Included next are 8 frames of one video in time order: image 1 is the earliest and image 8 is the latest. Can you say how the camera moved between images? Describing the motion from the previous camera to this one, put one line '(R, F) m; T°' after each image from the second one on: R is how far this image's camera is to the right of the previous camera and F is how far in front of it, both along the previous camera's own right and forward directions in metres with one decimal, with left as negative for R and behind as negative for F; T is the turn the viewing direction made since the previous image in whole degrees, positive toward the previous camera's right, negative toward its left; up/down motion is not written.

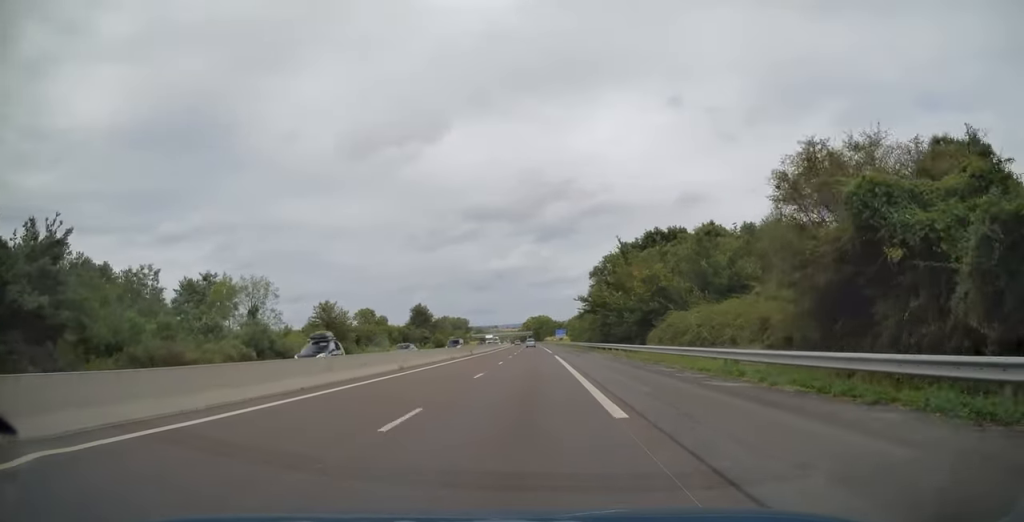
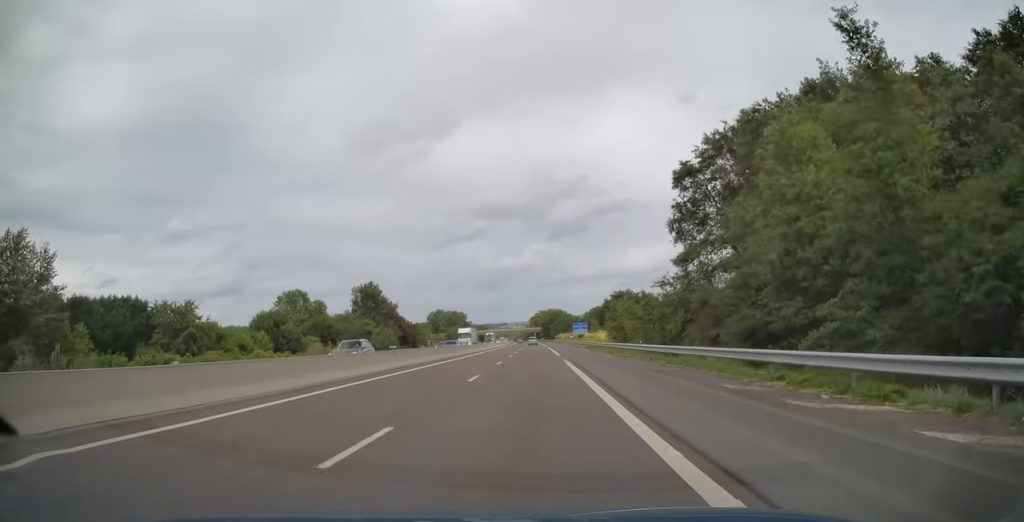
(-1.0, +67.3) m; -2°
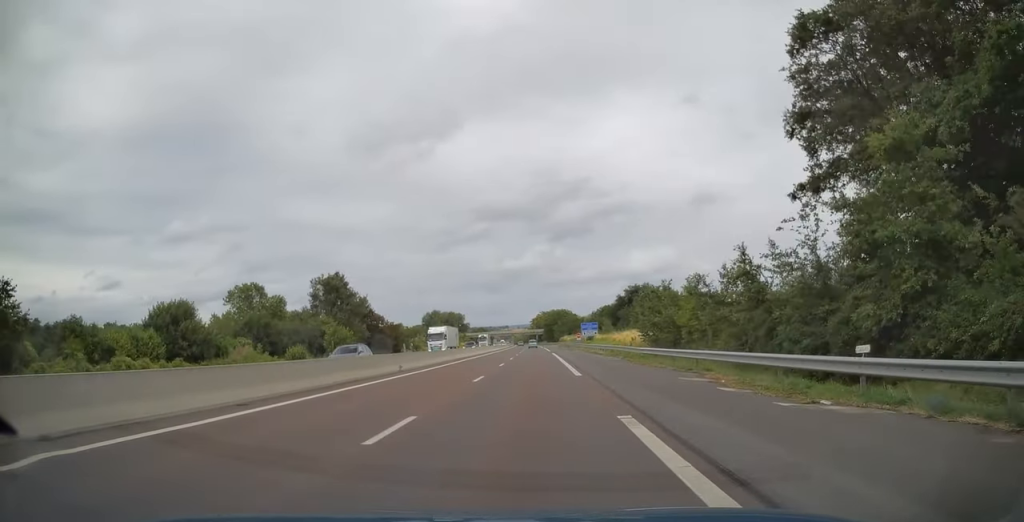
(-0.1, +24.3) m; 0°
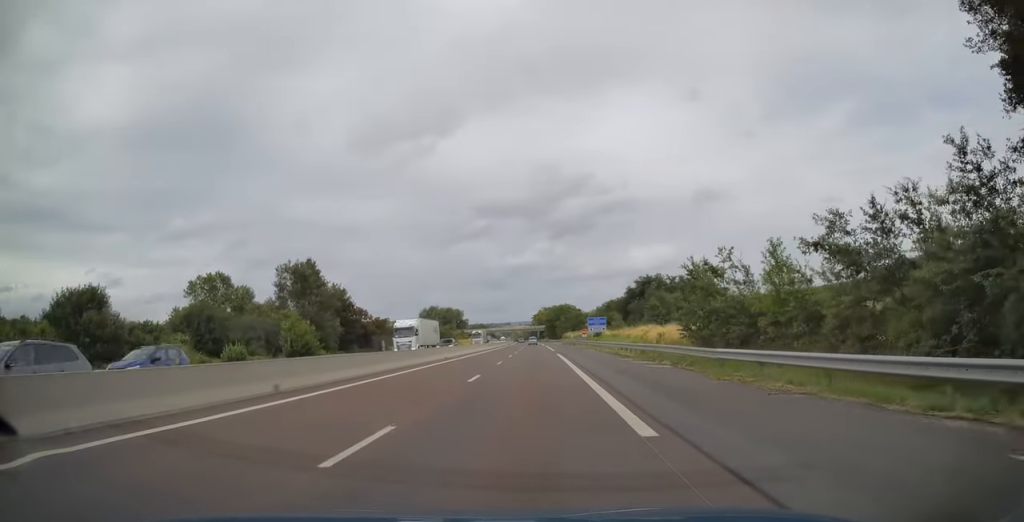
(+0.2, +14.6) m; 0°
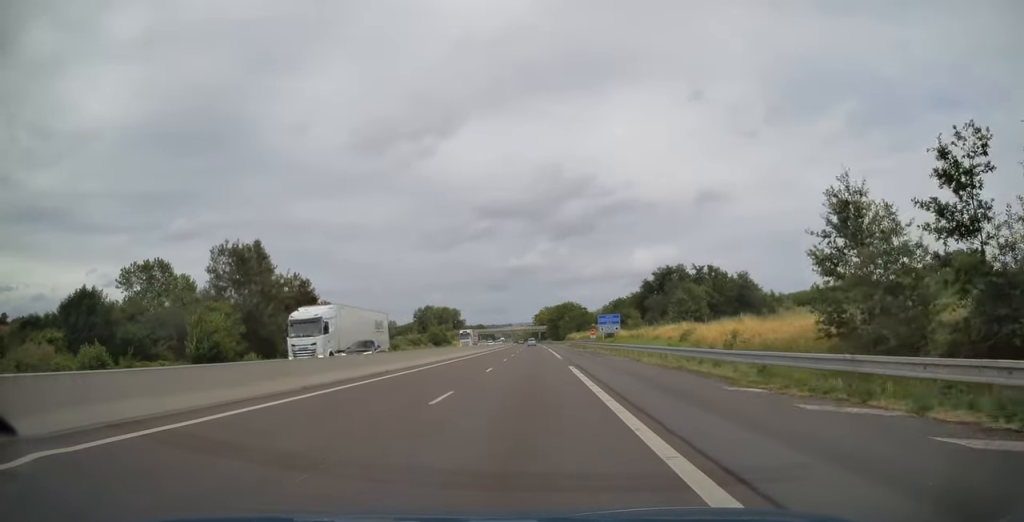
(0.0, +19.4) m; 0°
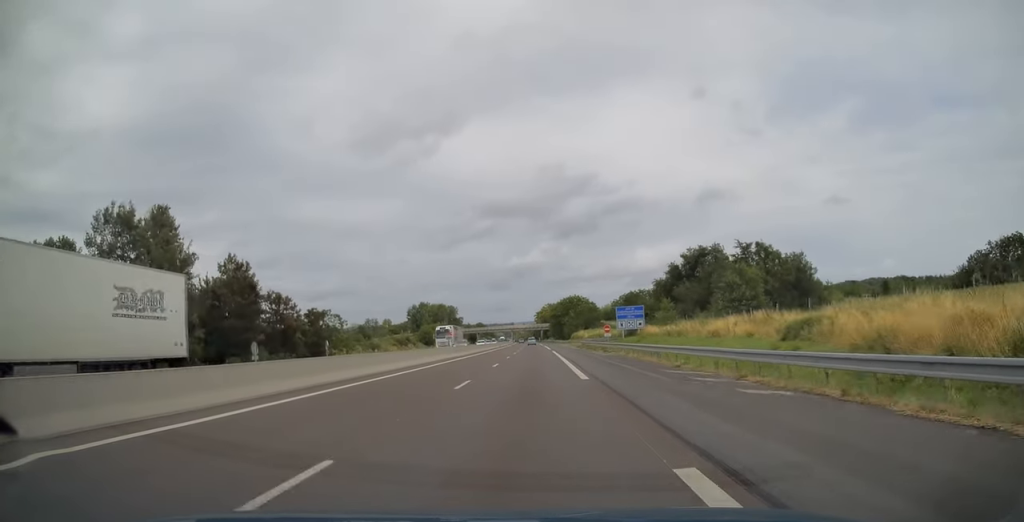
(-0.2, +22.1) m; -1°
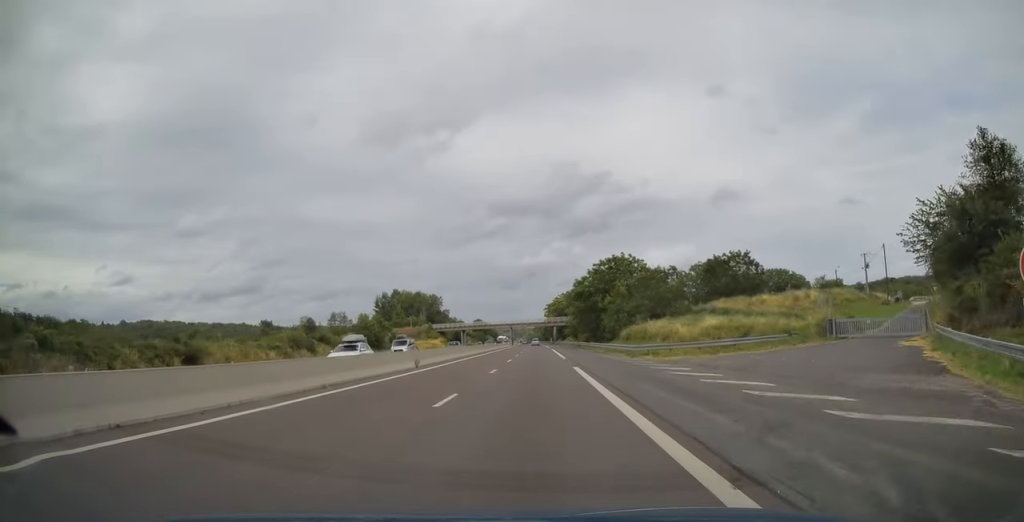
(-0.6, +82.3) m; -1°
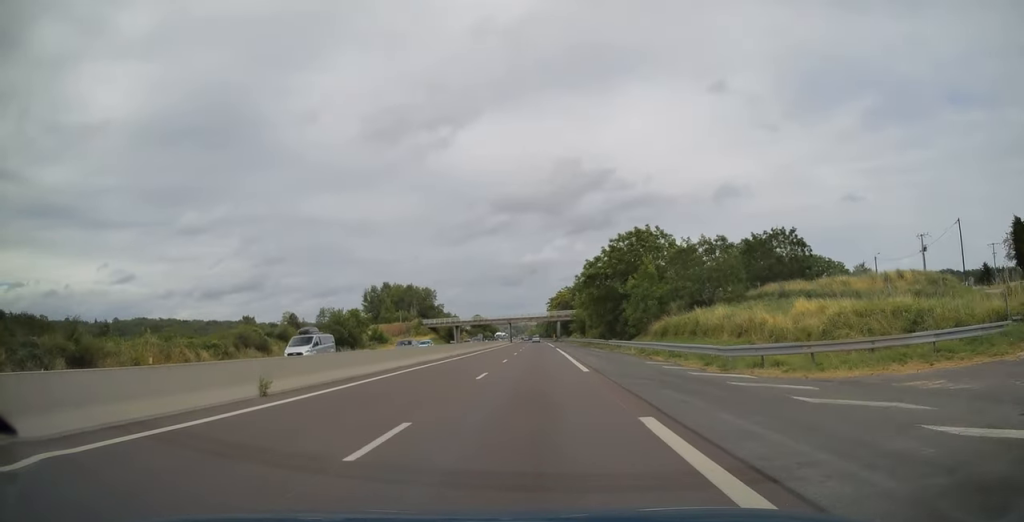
(-0.1, +19.0) m; 0°
